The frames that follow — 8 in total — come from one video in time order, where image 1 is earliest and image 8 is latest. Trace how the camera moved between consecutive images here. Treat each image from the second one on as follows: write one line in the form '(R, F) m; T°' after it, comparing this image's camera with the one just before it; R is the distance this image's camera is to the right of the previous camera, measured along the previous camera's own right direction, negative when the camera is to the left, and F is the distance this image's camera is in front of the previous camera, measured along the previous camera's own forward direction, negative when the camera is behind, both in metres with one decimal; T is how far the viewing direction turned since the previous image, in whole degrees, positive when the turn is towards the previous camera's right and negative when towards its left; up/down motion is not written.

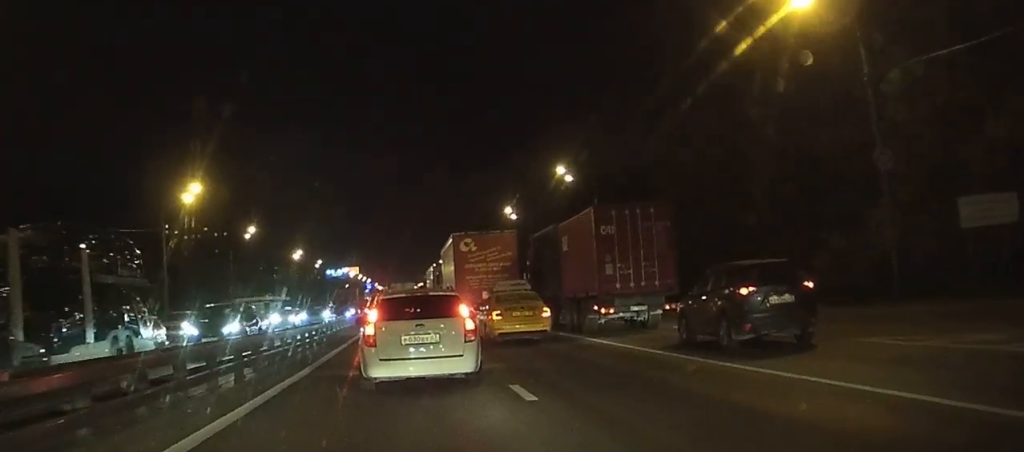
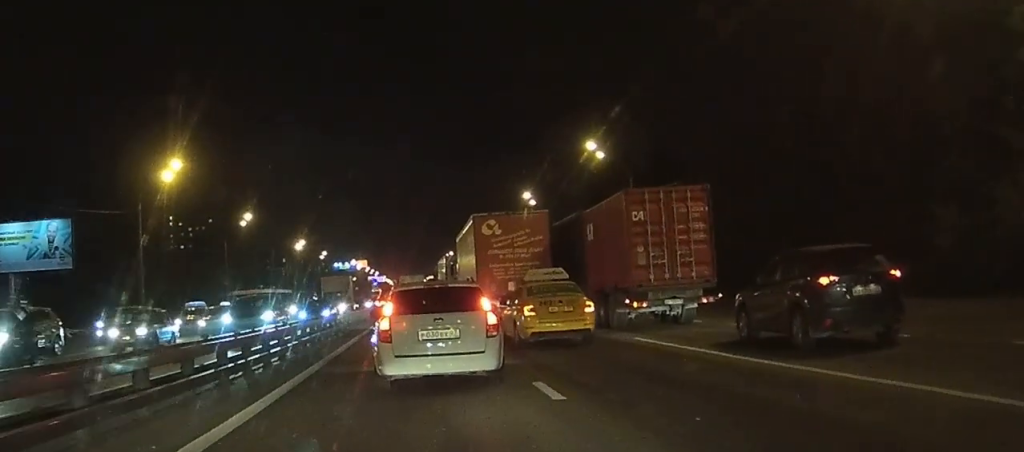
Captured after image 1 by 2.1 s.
(-0.1, +7.9) m; +1°
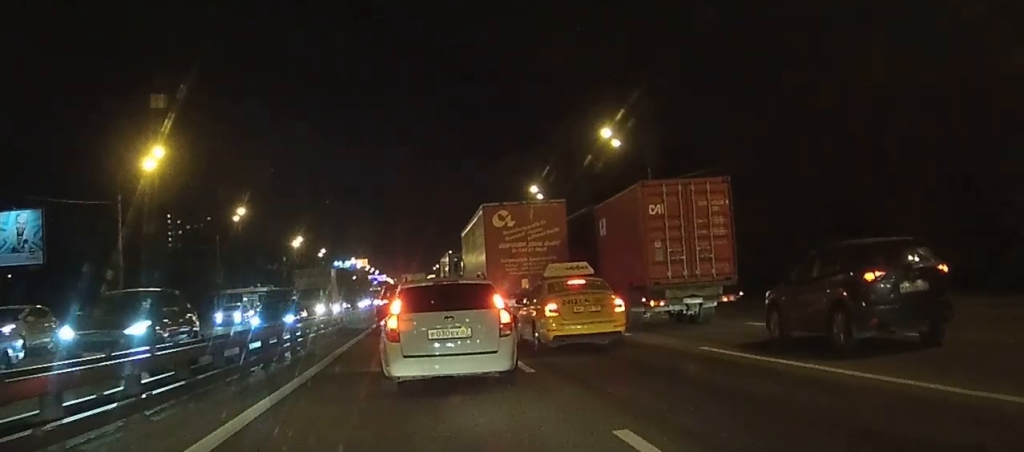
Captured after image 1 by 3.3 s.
(0.0, +4.3) m; -1°
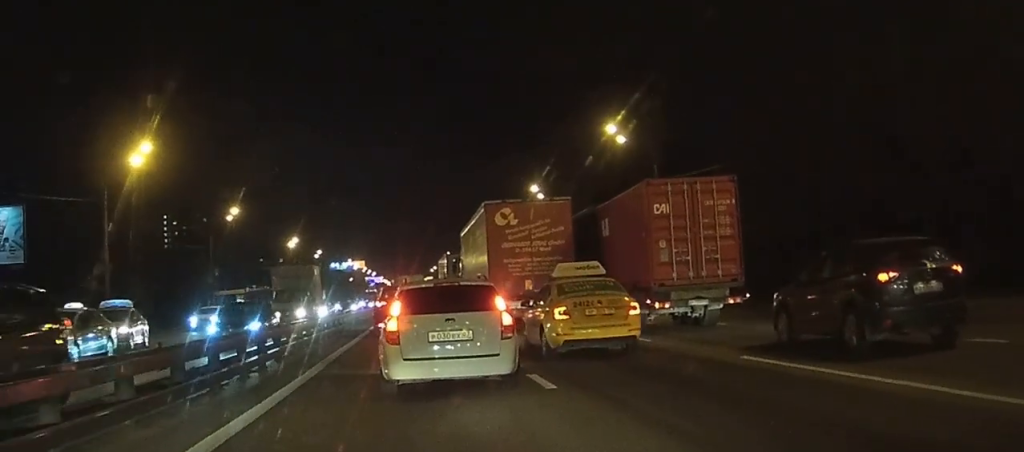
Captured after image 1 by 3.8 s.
(0.0, +2.0) m; -1°
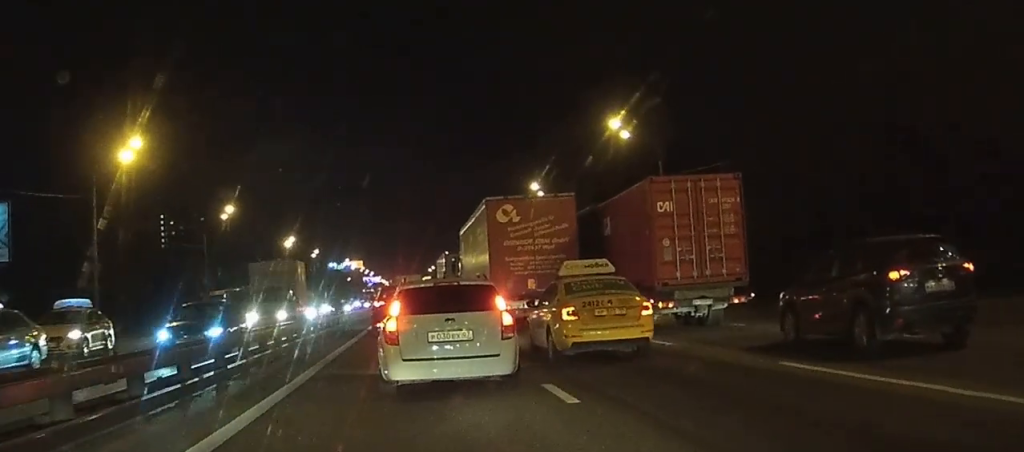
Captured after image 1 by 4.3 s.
(0.0, +1.5) m; -1°
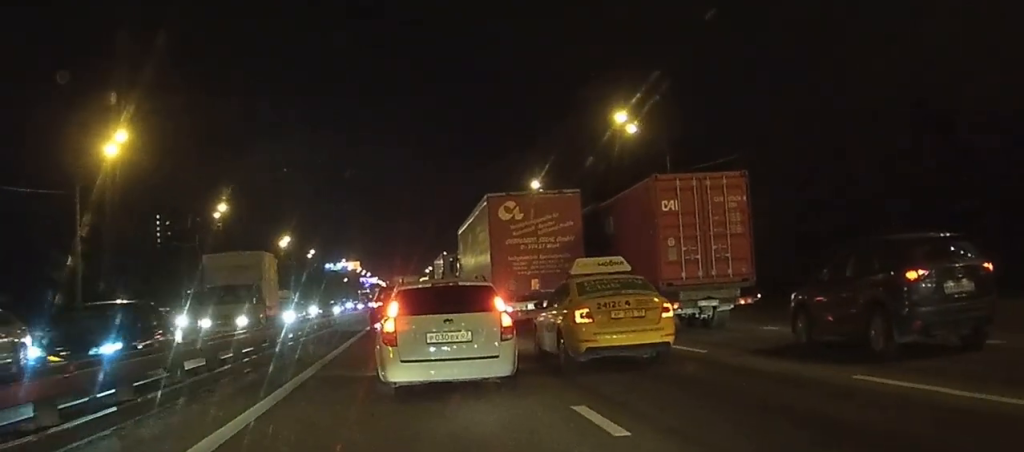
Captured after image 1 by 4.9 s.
(0.0, +2.1) m; 0°
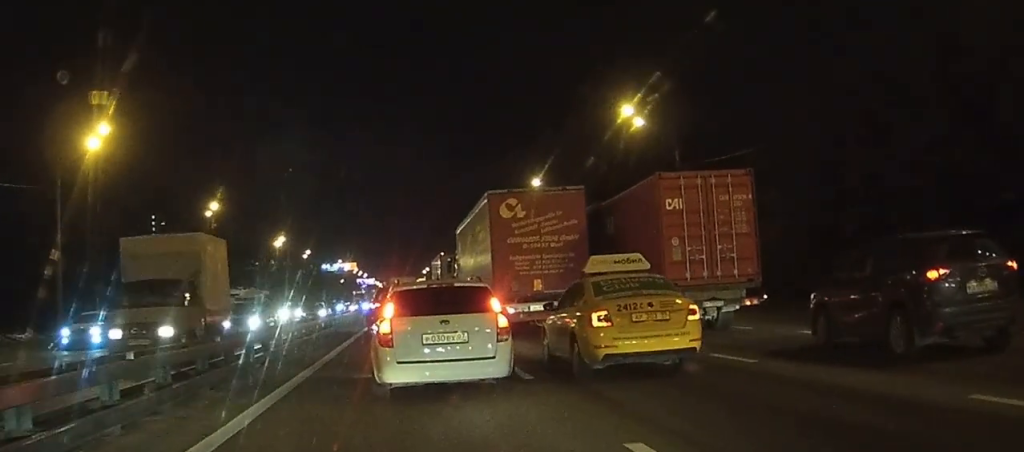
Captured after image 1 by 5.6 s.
(-0.1, +2.3) m; 0°
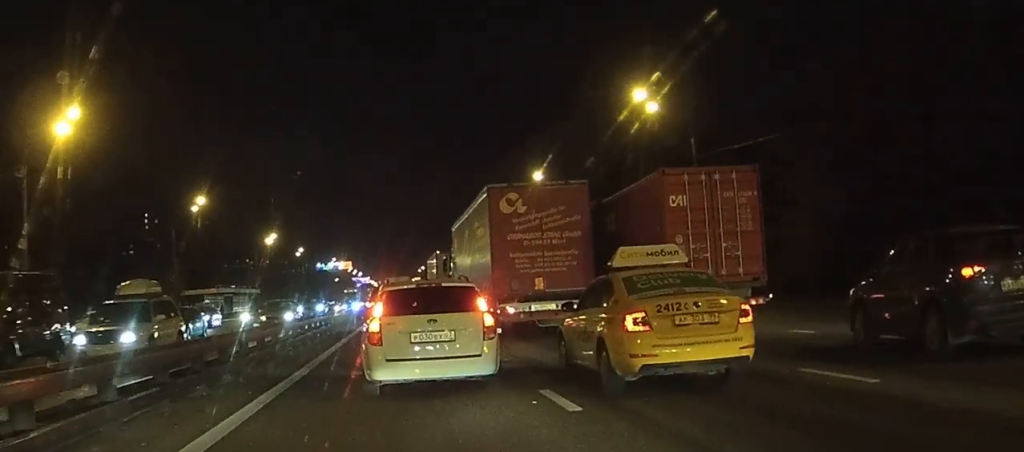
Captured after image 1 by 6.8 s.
(+0.1, +3.7) m; +3°
